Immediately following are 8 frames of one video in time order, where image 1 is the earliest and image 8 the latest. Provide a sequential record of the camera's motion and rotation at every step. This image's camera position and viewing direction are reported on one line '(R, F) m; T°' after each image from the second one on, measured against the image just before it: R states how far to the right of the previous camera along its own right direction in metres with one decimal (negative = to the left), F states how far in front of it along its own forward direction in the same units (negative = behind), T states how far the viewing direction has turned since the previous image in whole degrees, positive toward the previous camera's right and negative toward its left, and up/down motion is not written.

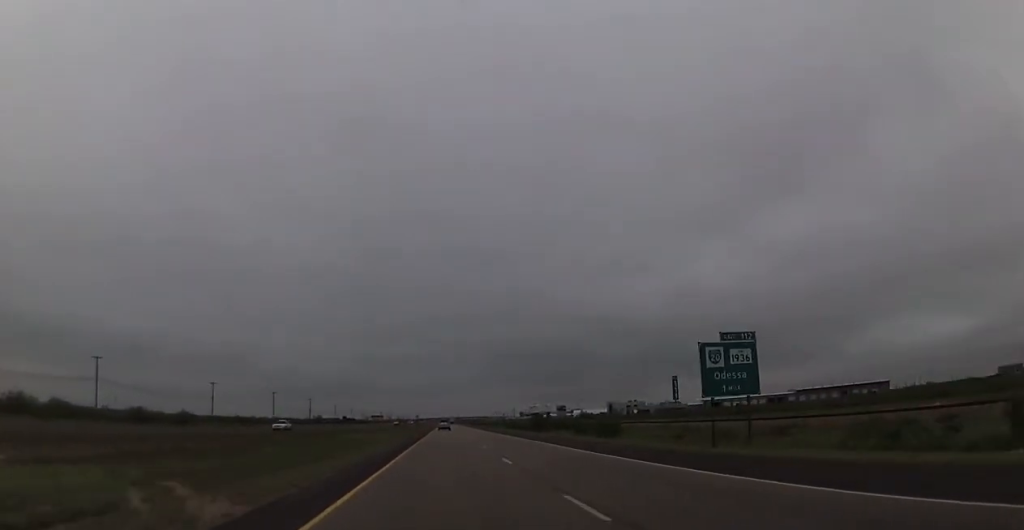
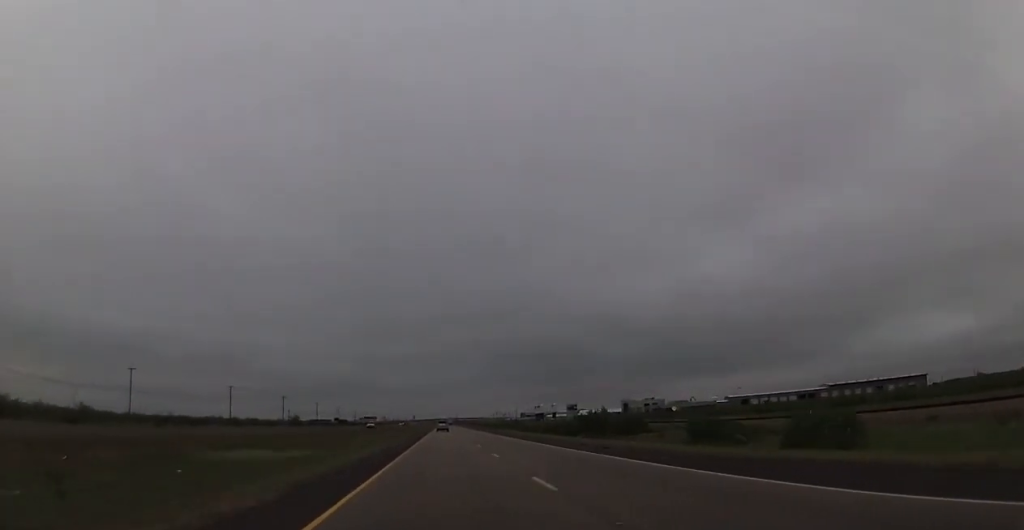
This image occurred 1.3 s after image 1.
(+0.3, +44.9) m; 0°
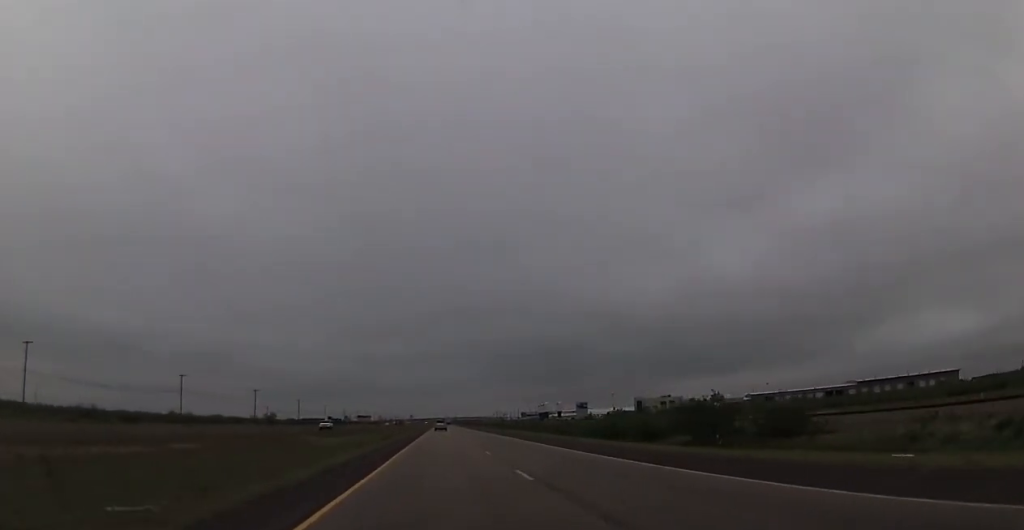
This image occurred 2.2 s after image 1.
(-0.2, +34.3) m; 0°
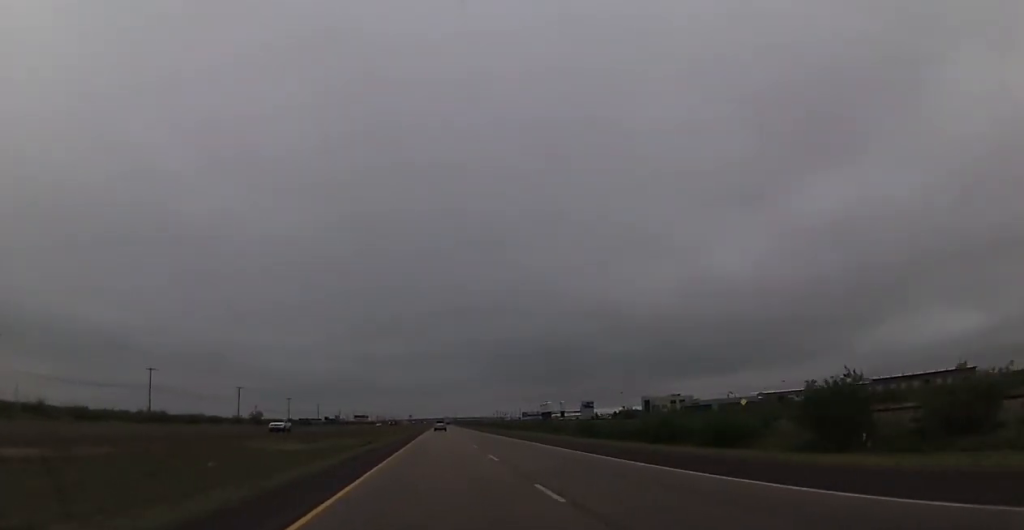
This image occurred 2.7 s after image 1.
(-0.1, +16.6) m; 0°
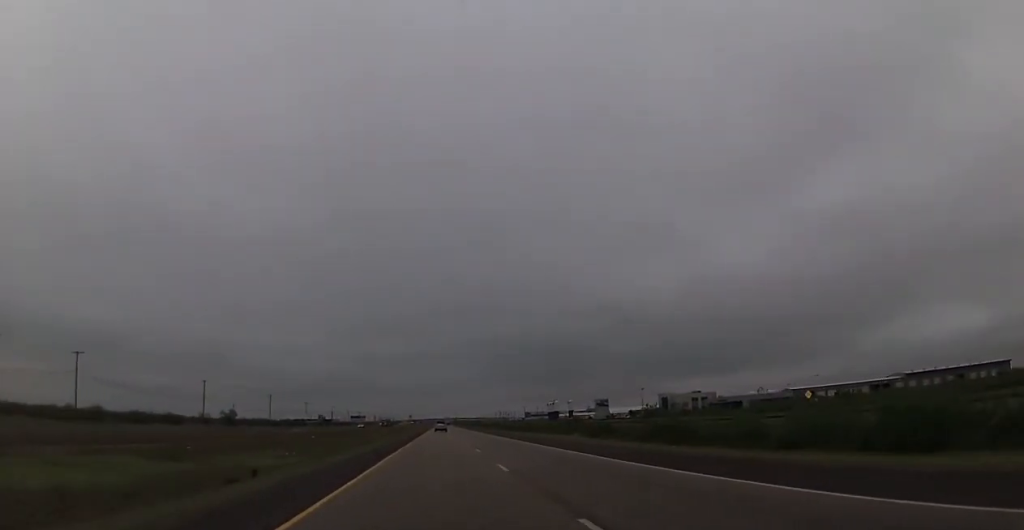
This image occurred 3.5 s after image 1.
(+0.4, +29.6) m; 0°
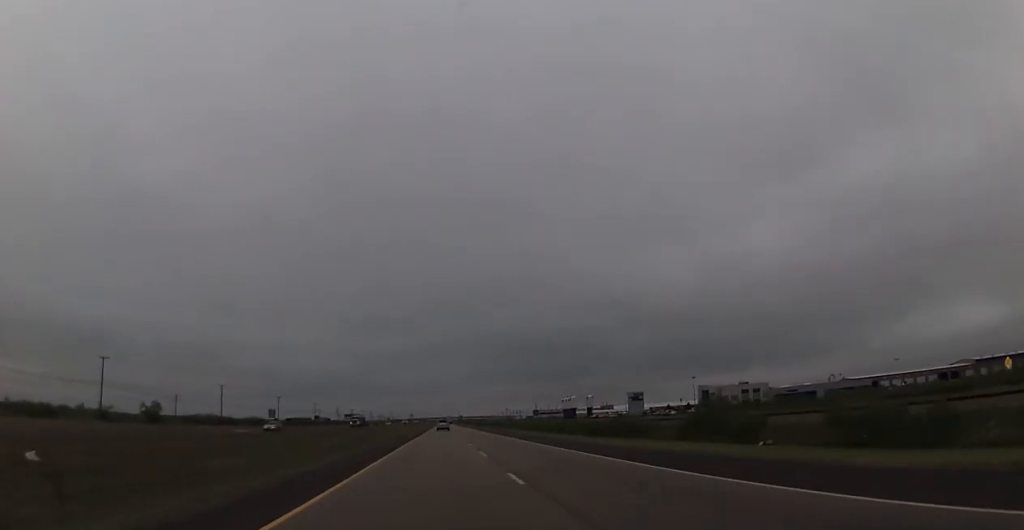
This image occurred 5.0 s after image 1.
(-0.3, +53.2) m; 0°
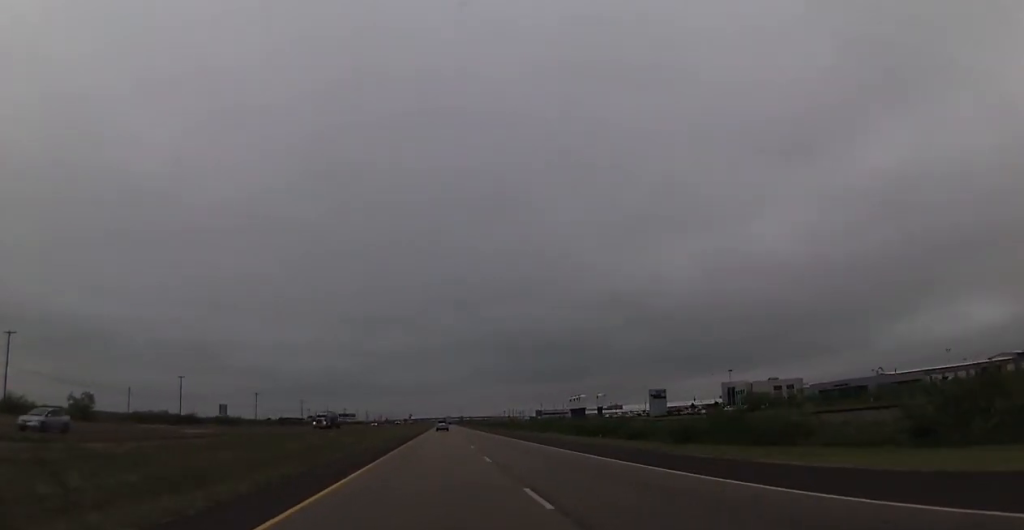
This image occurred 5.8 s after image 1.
(+0.2, +28.4) m; 0°
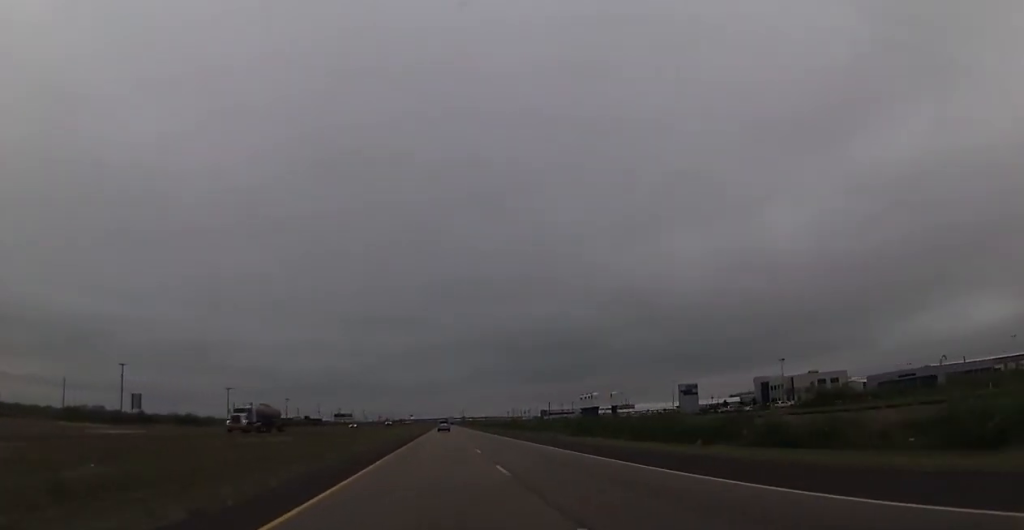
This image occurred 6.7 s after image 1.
(-0.4, +29.6) m; 0°
